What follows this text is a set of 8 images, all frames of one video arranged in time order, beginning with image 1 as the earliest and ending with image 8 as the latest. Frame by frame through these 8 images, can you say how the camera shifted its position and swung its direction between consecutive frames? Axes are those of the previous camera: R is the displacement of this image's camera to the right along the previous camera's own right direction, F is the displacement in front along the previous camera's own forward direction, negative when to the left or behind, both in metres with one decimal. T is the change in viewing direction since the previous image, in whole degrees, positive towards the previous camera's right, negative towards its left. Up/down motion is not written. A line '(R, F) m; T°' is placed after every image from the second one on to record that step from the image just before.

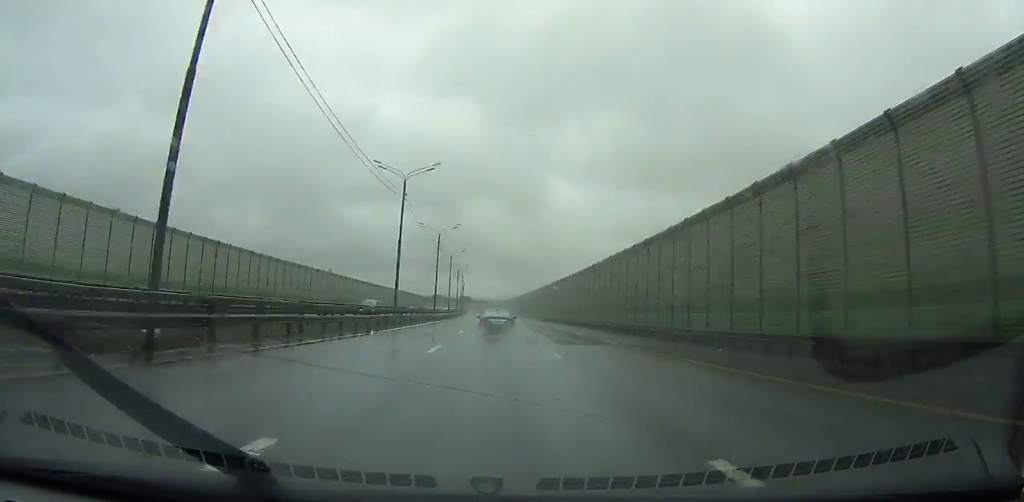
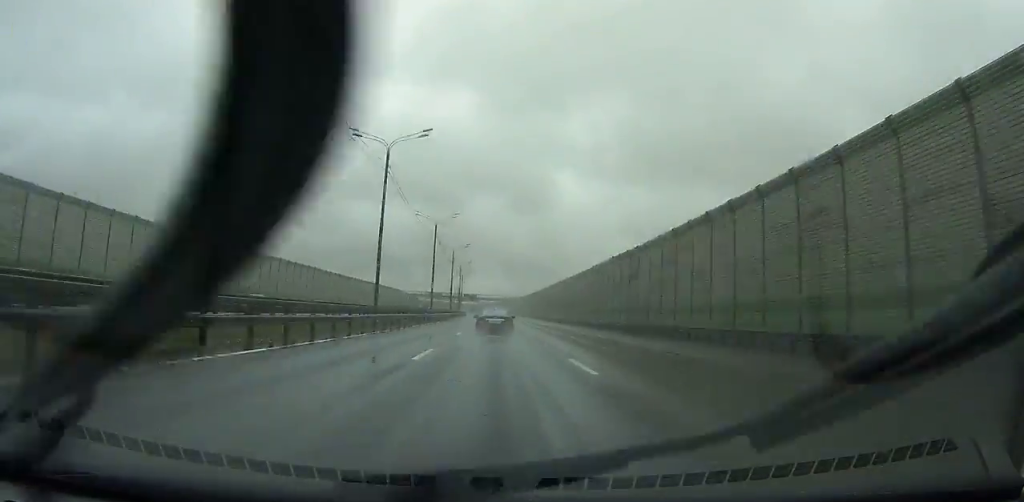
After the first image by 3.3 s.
(-1.3, +86.8) m; -1°
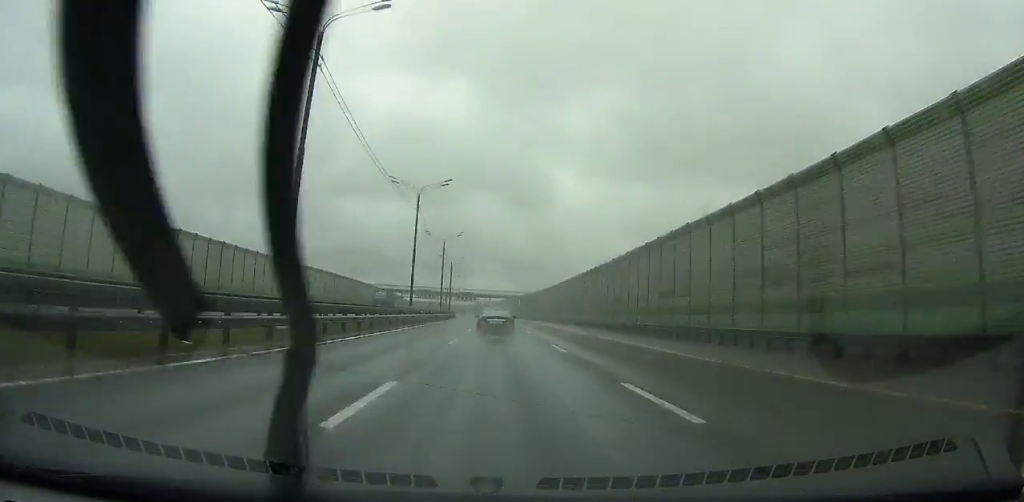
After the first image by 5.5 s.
(-0.4, +60.1) m; -1°
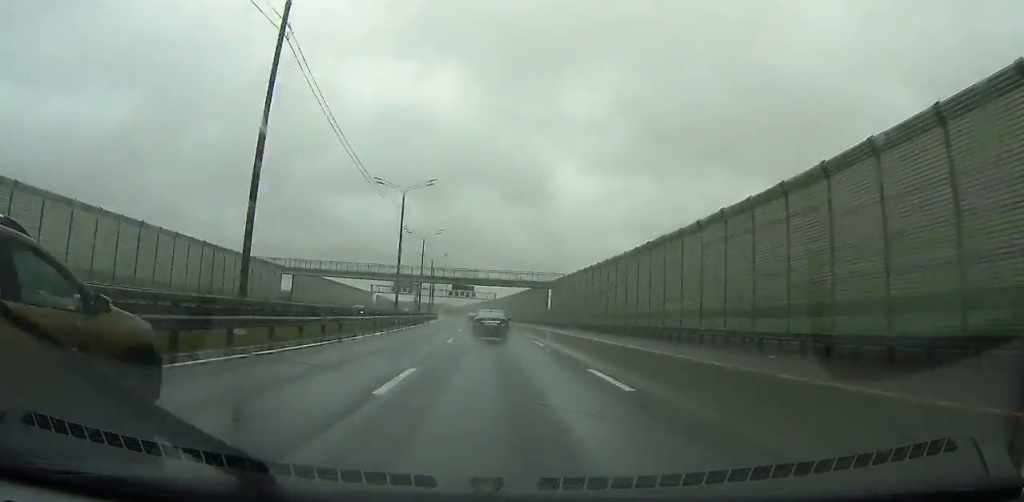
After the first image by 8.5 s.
(-0.5, +83.2) m; -1°
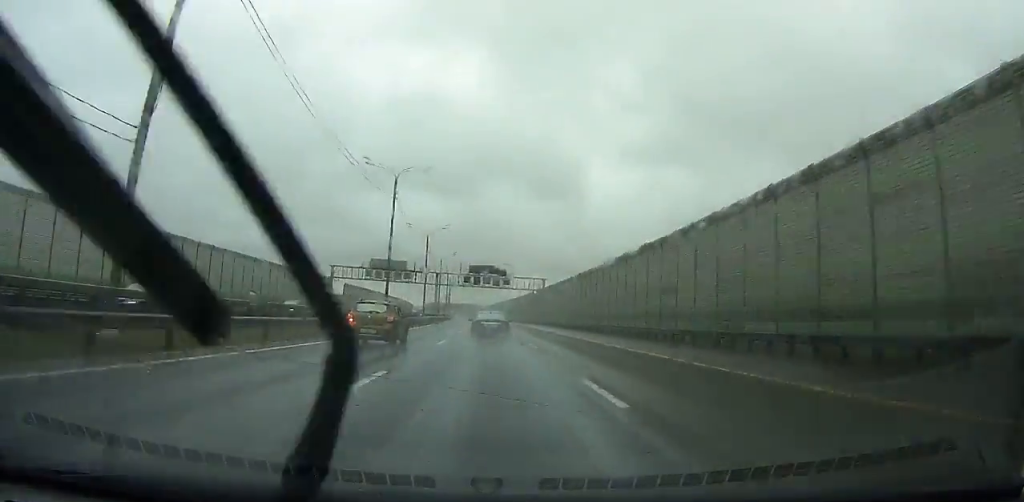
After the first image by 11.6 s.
(-0.9, +84.1) m; -2°
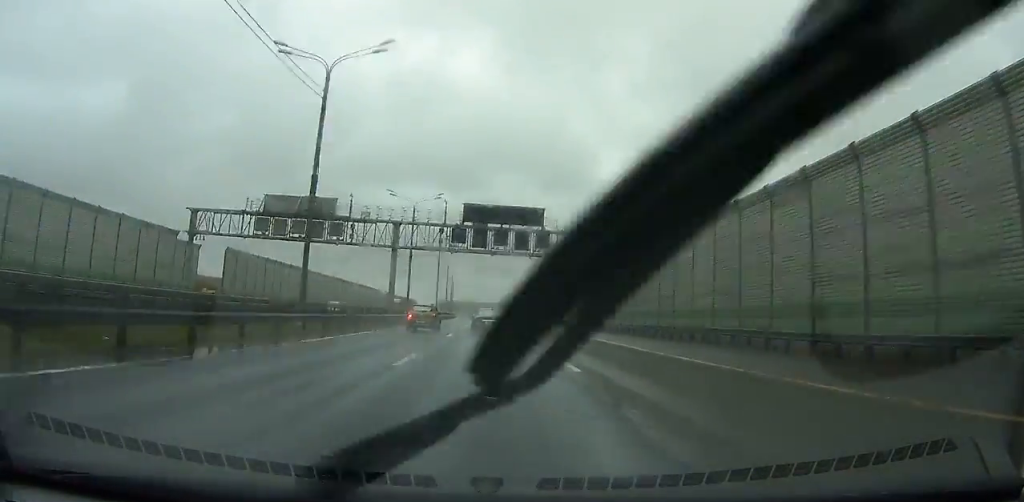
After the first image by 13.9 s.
(-0.8, +60.9) m; -2°
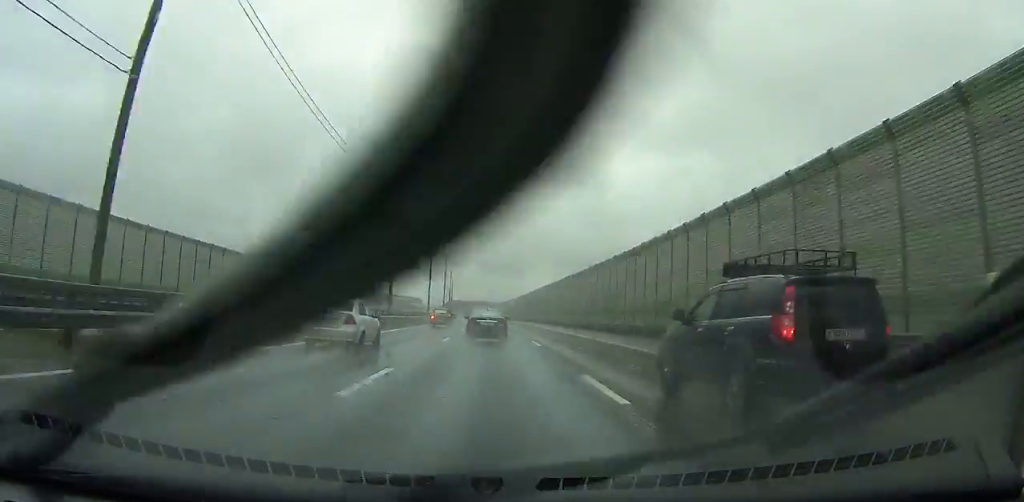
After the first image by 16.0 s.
(-0.7, +54.3) m; -1°
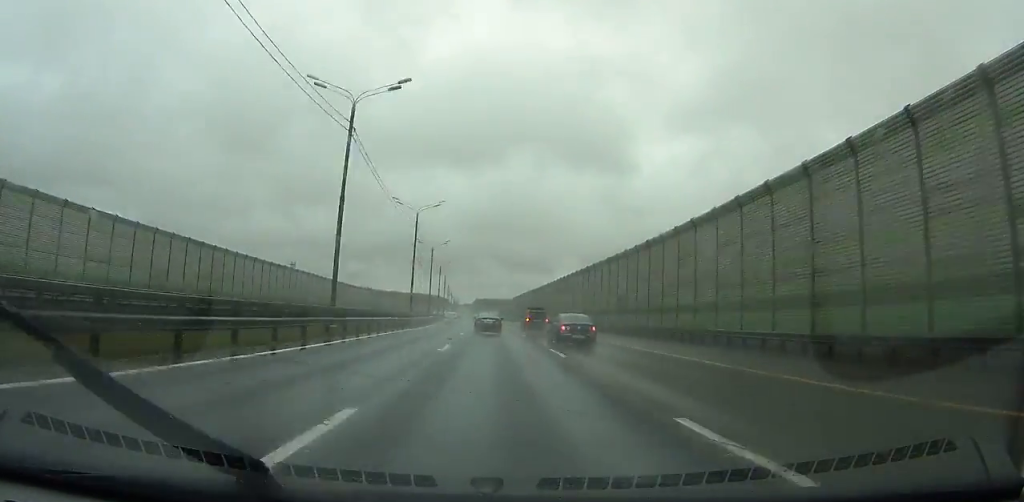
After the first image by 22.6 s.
(-5.1, +166.5) m; -4°
